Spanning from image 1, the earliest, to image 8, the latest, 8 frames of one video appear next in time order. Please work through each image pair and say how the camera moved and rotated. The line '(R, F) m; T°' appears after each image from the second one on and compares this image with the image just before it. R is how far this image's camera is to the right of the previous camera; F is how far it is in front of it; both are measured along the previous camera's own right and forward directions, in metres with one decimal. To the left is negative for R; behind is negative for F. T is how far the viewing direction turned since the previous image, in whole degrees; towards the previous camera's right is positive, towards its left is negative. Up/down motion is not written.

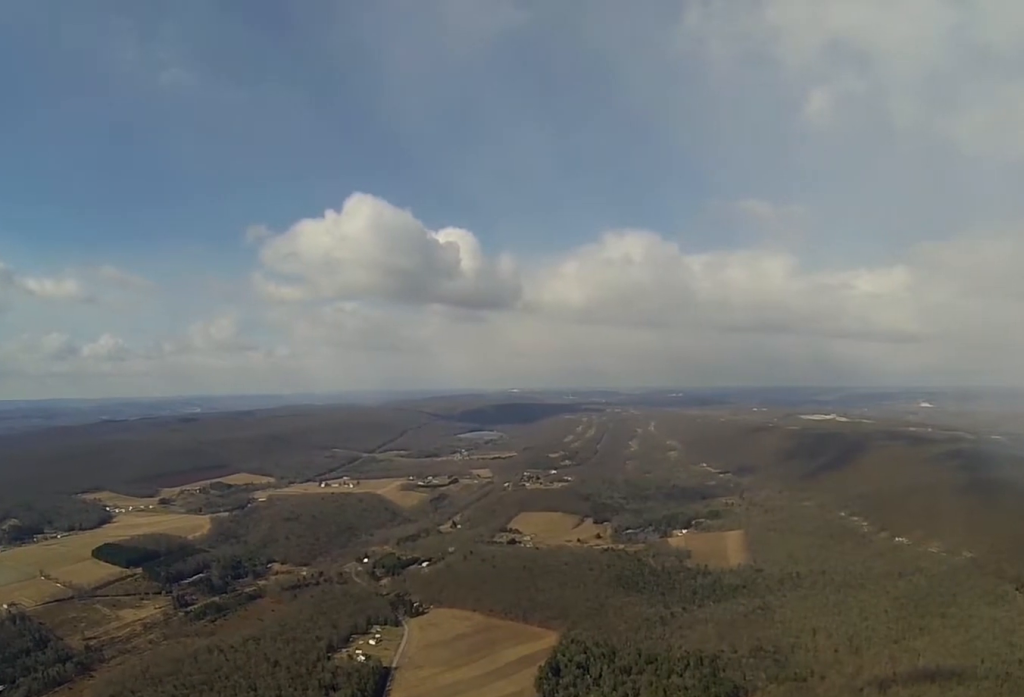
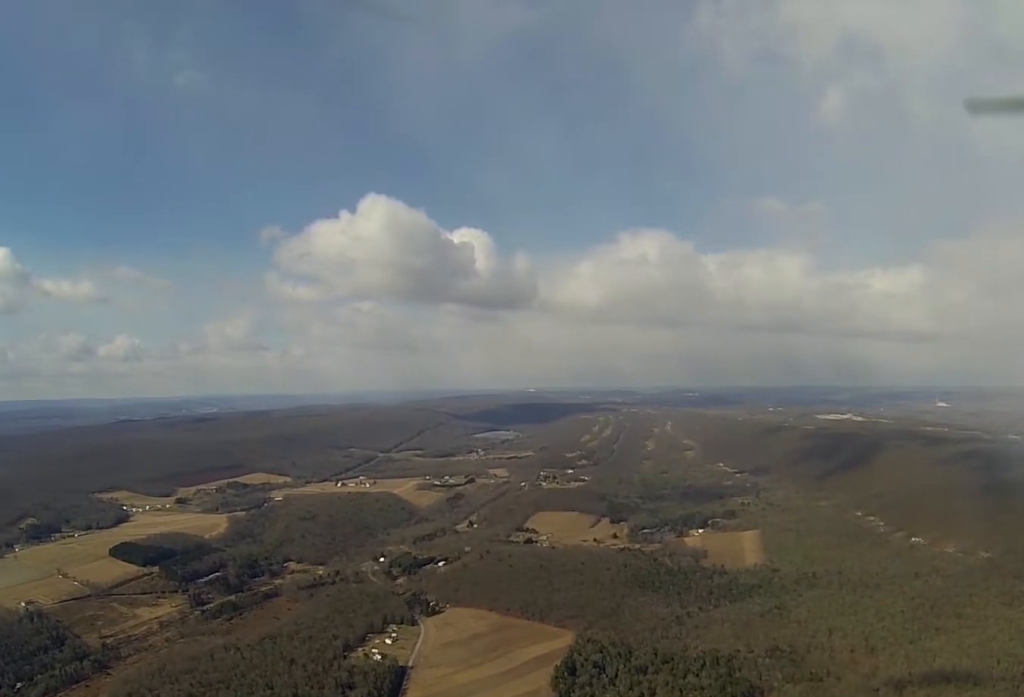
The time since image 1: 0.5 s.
(0.0, +1.9) m; -2°
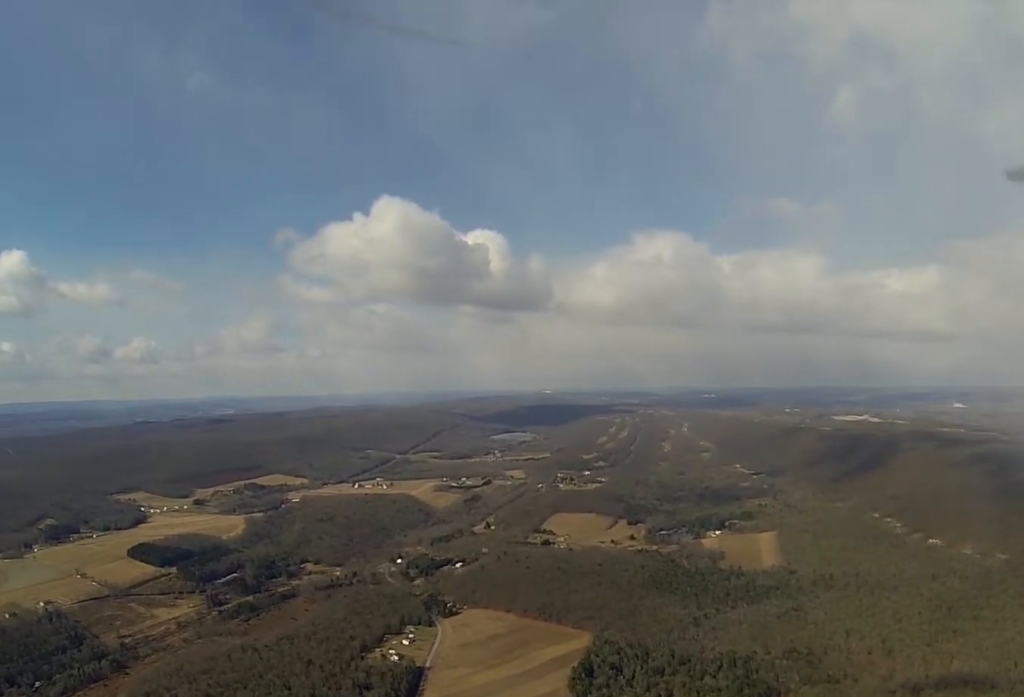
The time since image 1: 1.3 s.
(-0.1, +2.8) m; -1°
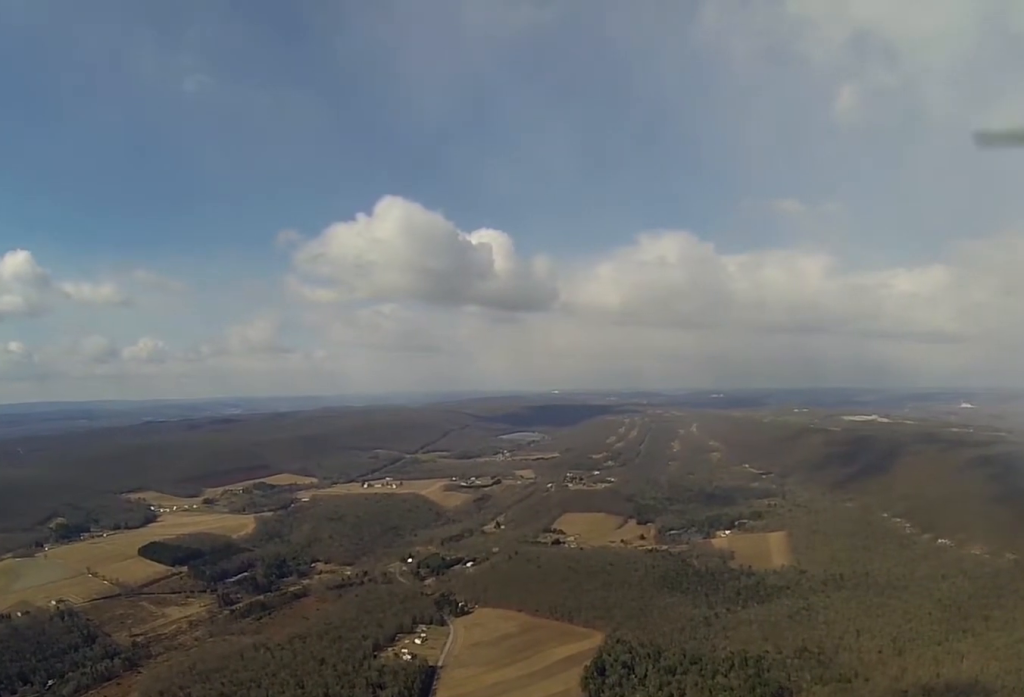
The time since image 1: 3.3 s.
(0.0, +7.6) m; +1°
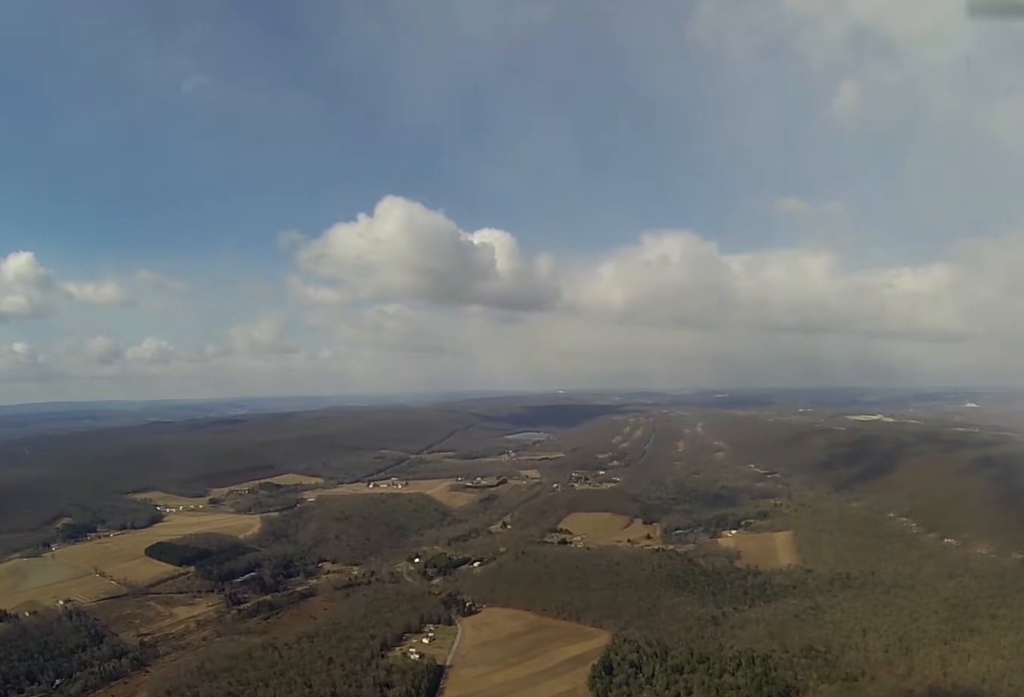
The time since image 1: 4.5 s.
(0.0, +3.8) m; +1°
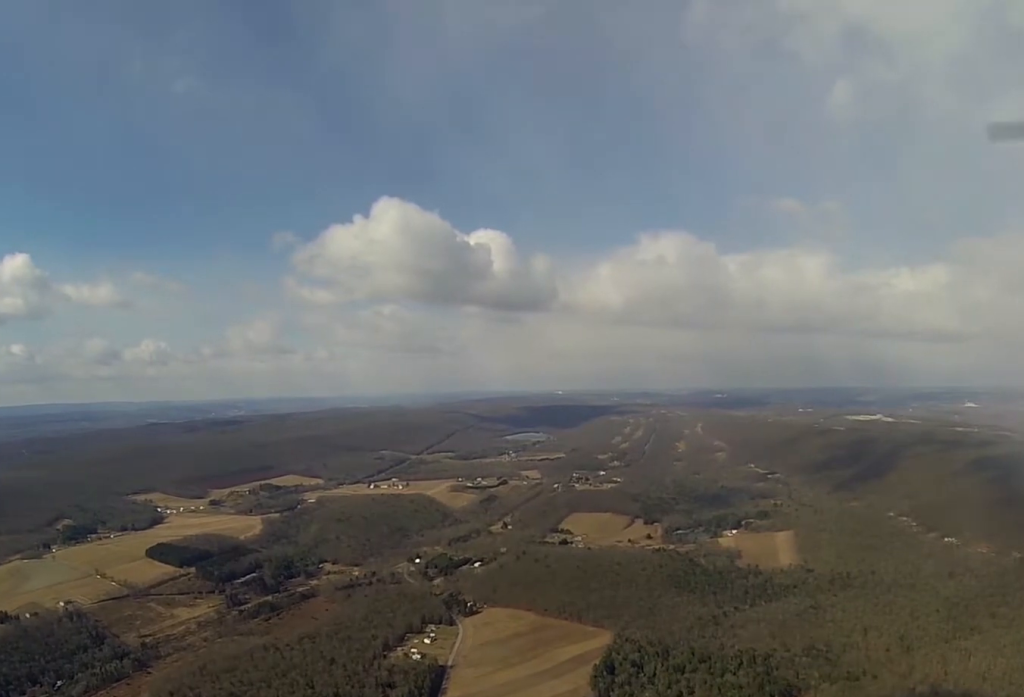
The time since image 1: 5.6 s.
(0.0, +3.3) m; -2°
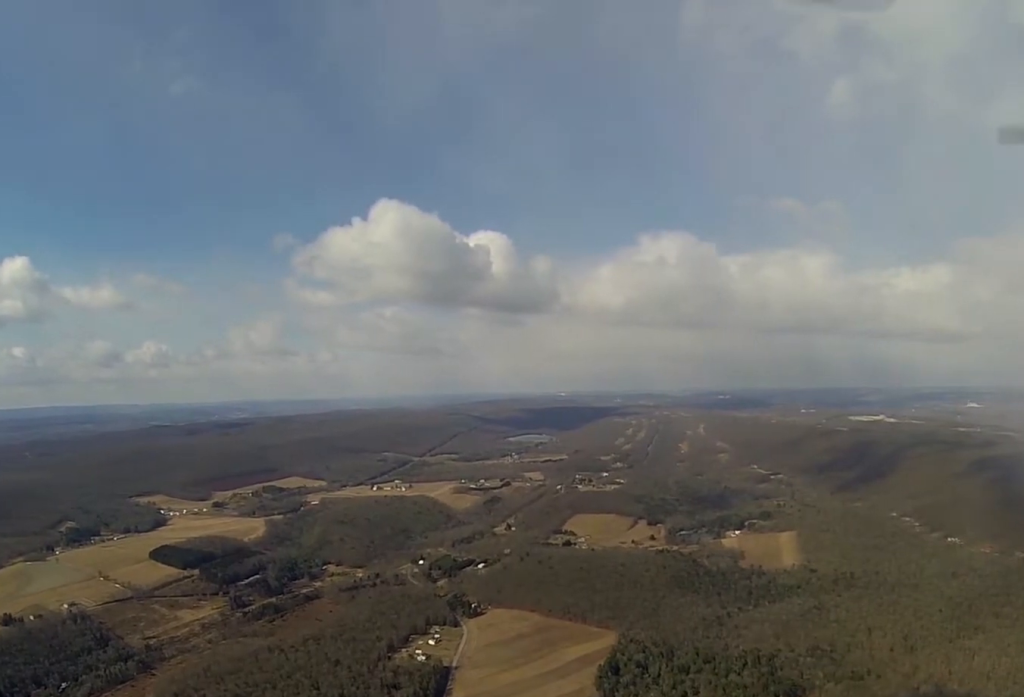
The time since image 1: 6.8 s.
(-0.1, +2.9) m; -6°
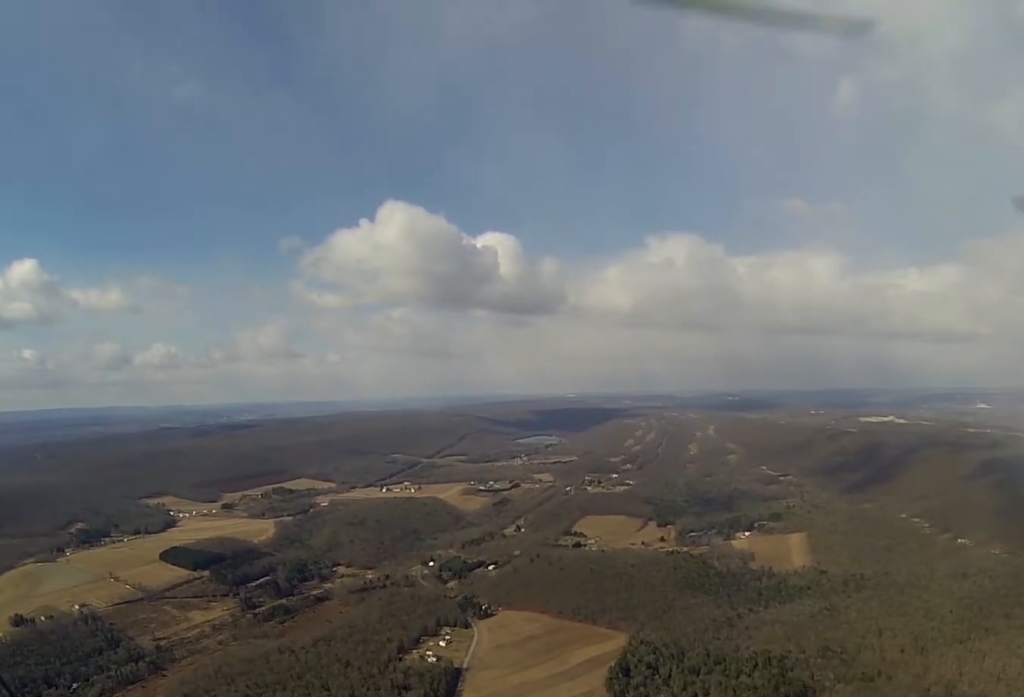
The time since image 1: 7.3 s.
(-0.1, +1.0) m; -3°
